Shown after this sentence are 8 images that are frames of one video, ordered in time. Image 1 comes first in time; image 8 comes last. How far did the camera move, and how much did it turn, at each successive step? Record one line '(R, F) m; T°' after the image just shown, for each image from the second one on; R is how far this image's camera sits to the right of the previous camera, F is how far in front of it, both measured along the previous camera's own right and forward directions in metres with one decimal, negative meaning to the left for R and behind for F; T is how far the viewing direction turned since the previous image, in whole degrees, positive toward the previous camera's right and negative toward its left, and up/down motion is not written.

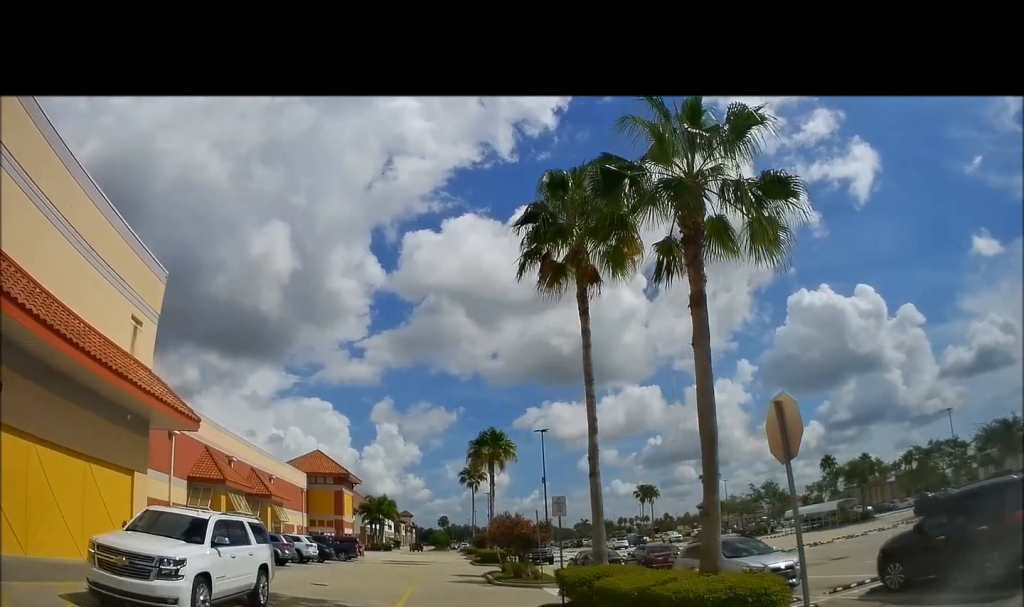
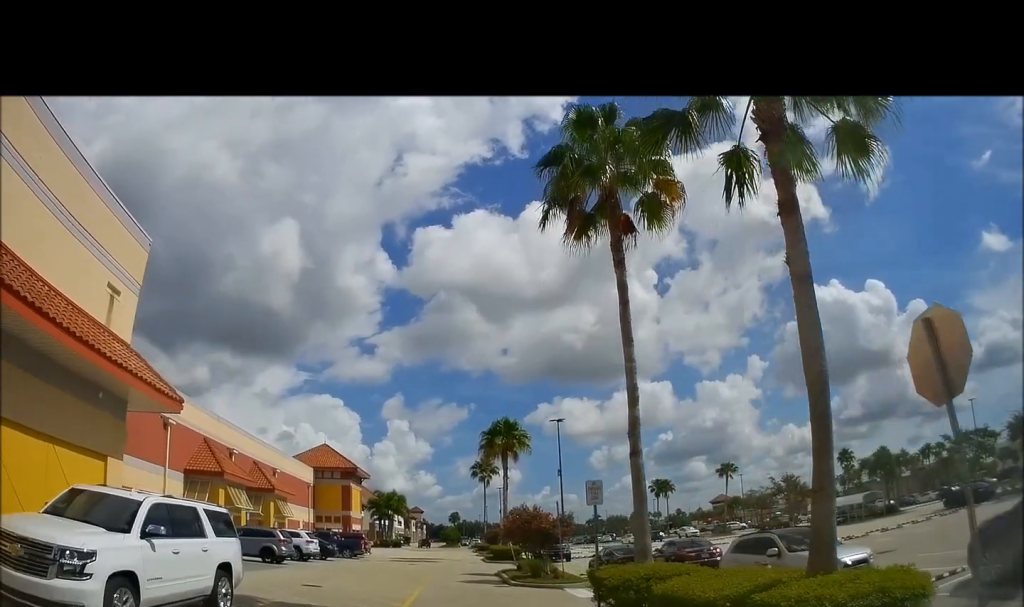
(-0.1, +2.5) m; -1°
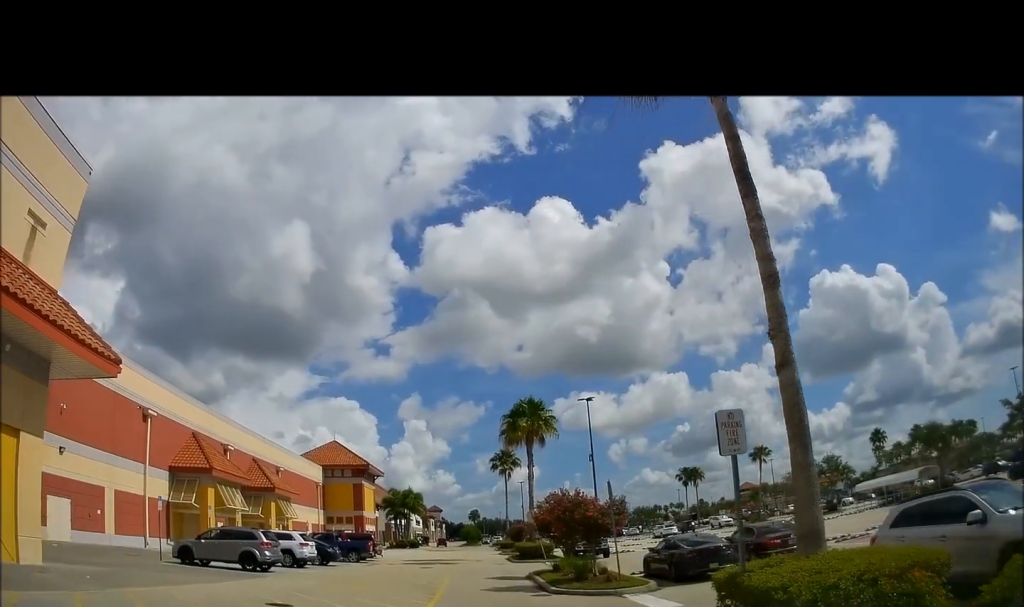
(0.0, +5.2) m; 0°
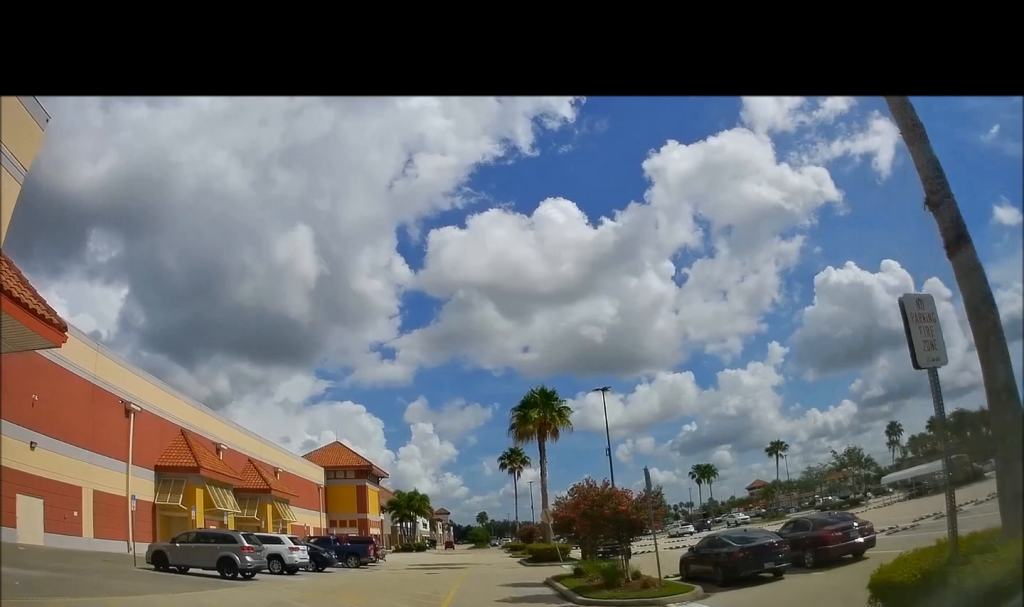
(0.0, +2.7) m; 0°
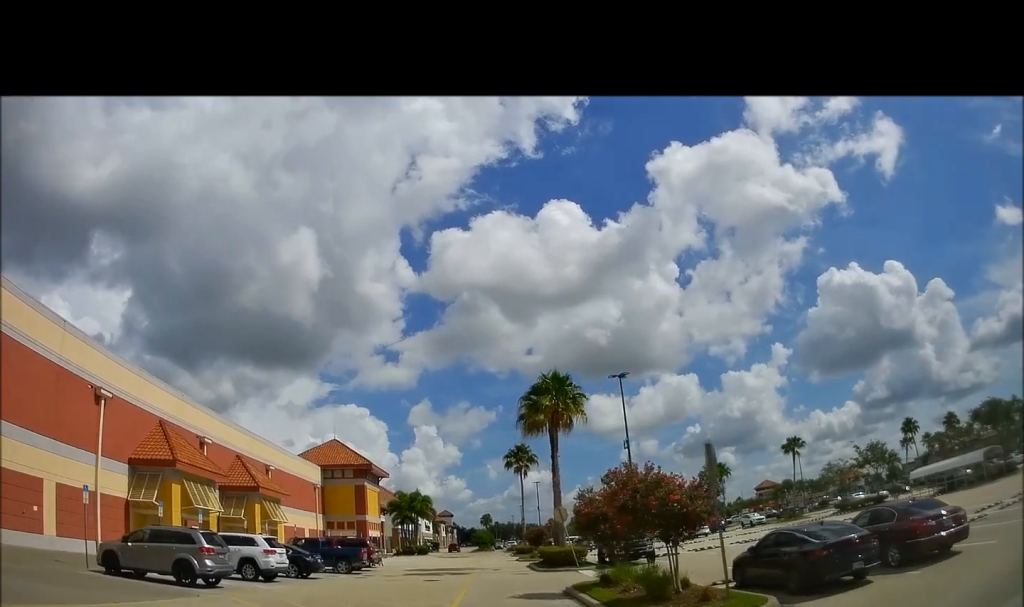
(0.0, +3.2) m; 0°
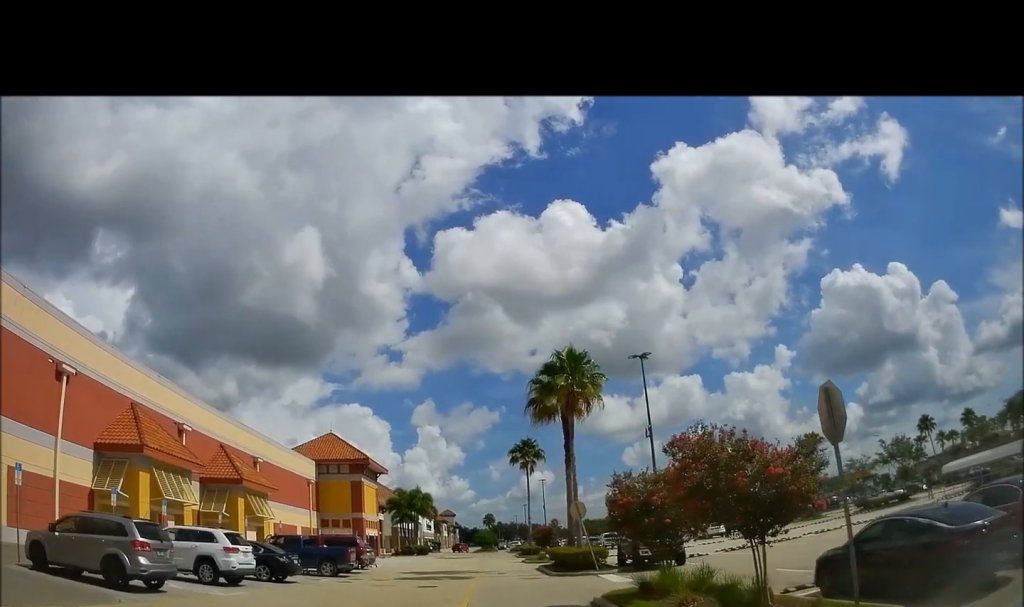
(0.0, +3.4) m; +1°
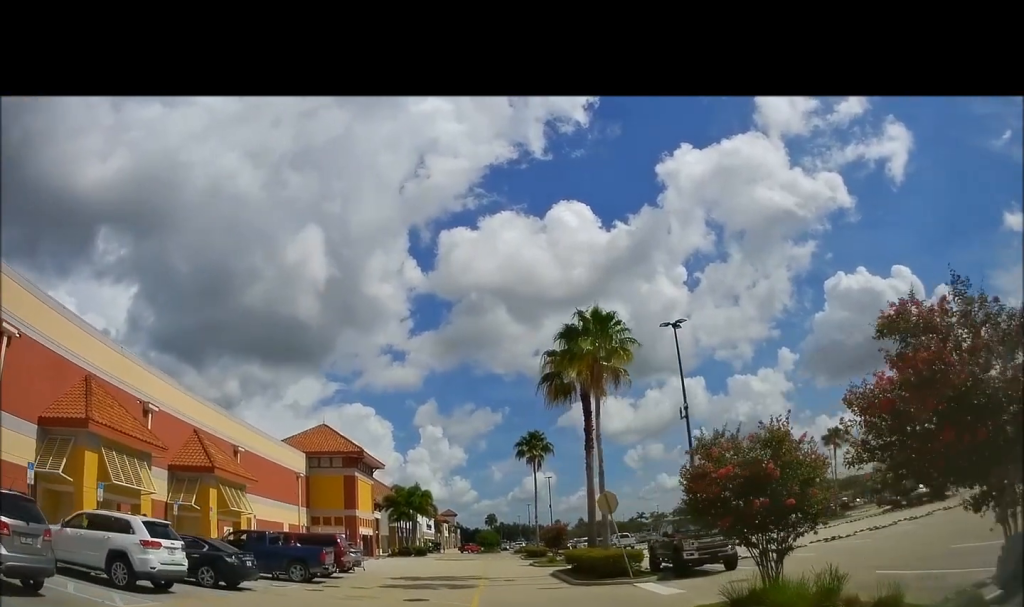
(+0.1, +4.5) m; +2°
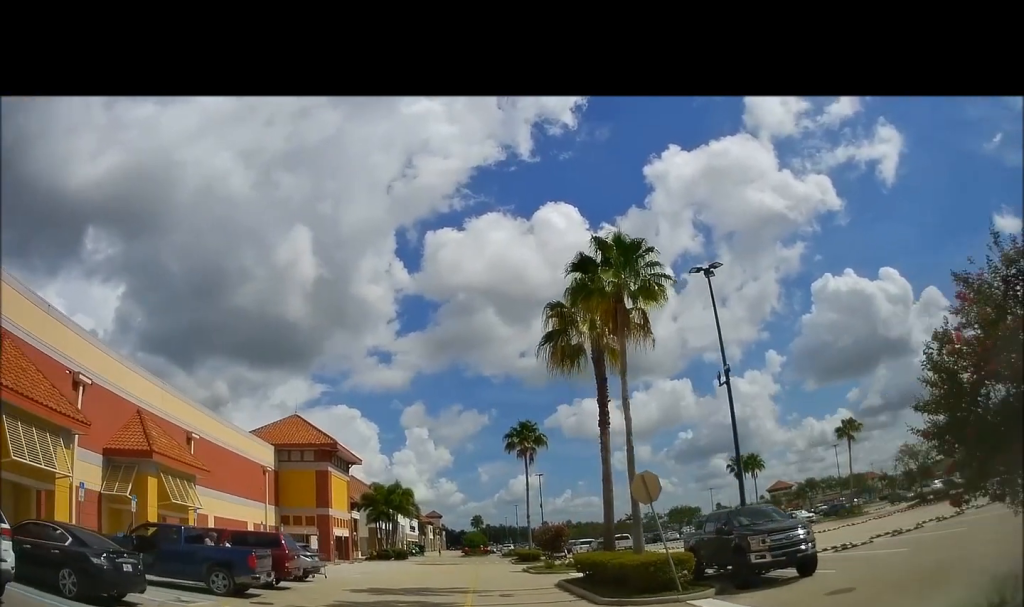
(+0.2, +6.1) m; +4°
